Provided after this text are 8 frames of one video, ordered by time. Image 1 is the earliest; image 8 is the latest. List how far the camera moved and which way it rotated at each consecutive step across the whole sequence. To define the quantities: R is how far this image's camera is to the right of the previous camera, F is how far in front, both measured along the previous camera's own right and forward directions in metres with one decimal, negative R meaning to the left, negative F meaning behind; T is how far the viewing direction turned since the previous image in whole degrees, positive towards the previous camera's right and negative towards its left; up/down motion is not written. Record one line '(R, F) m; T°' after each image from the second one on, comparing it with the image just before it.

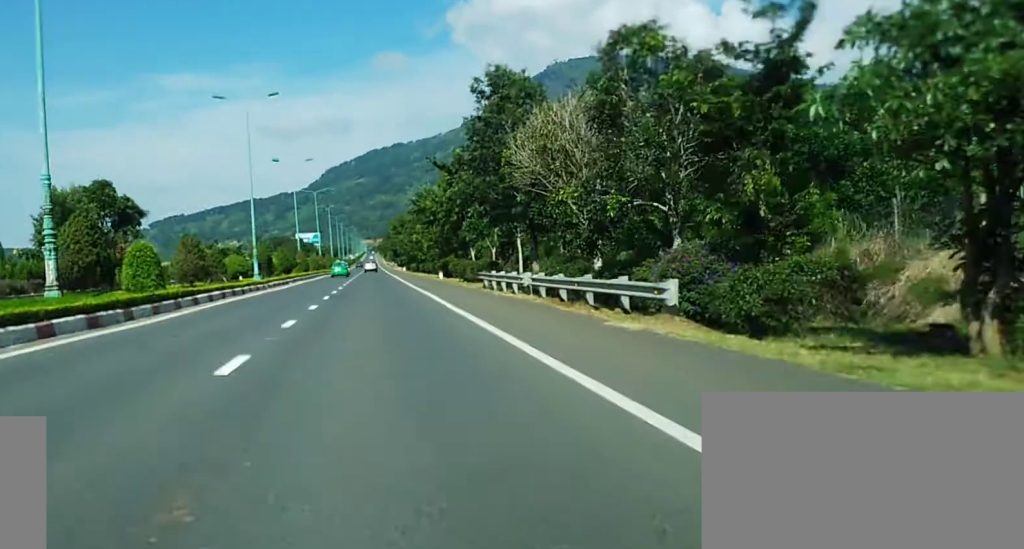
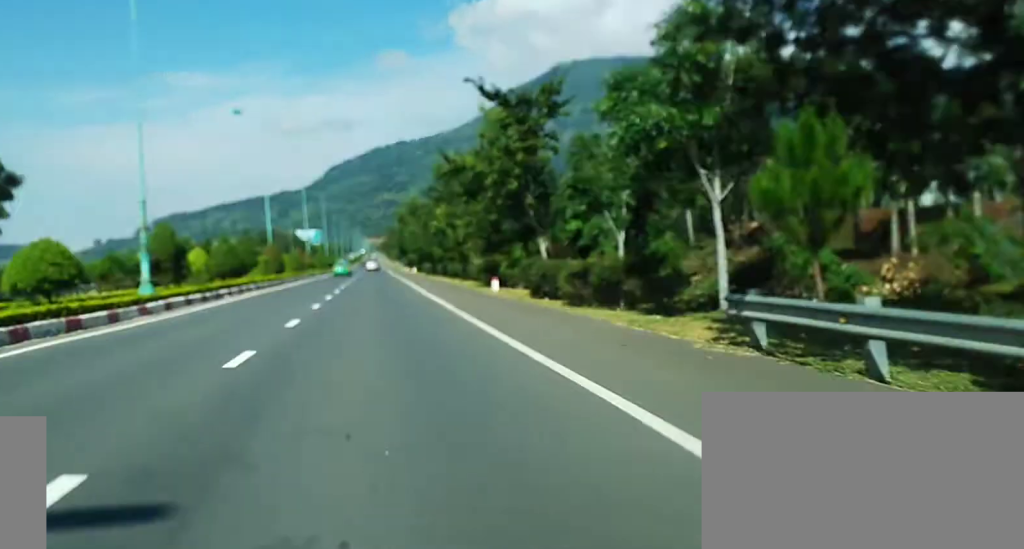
(0.0, +31.3) m; 0°
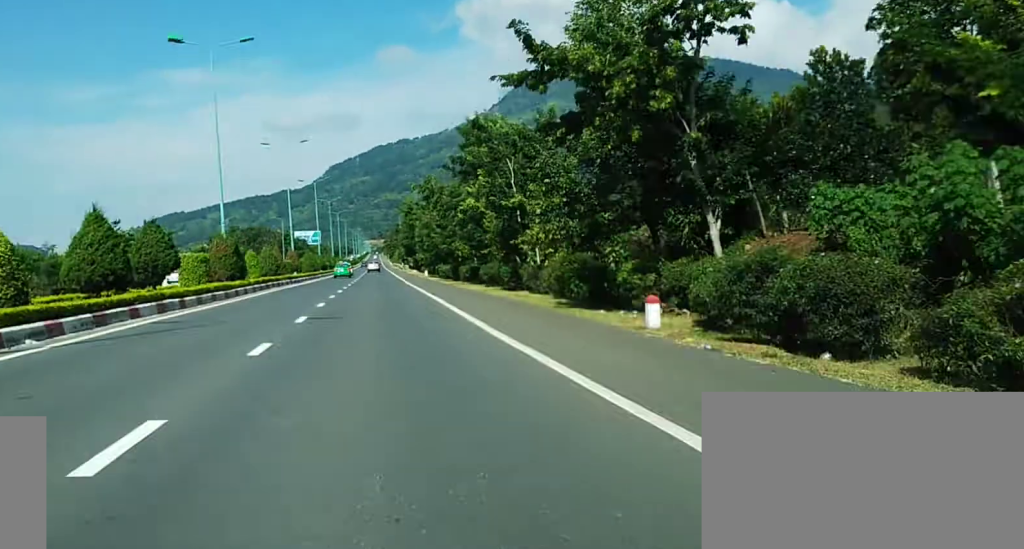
(+0.1, +22.0) m; 0°
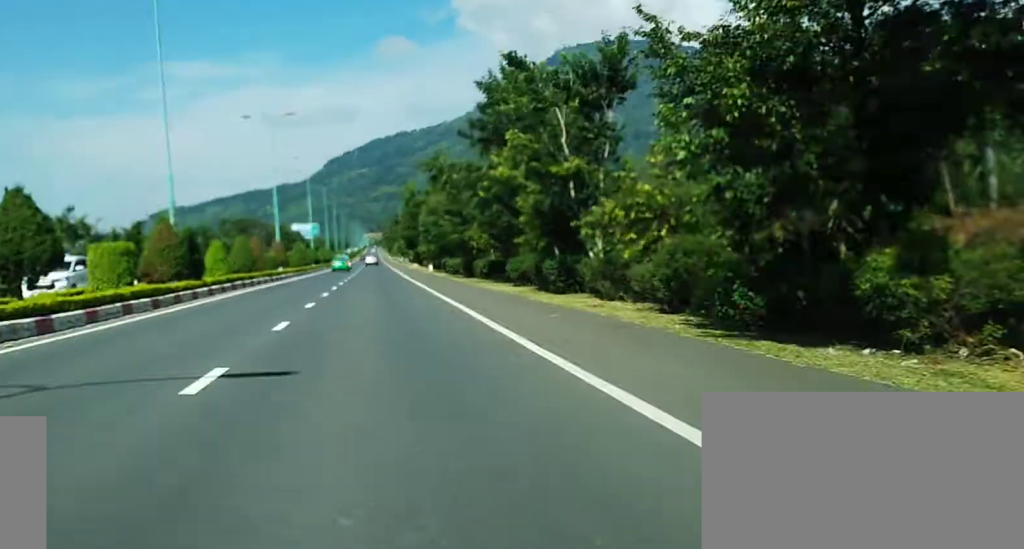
(-0.1, +12.7) m; 0°
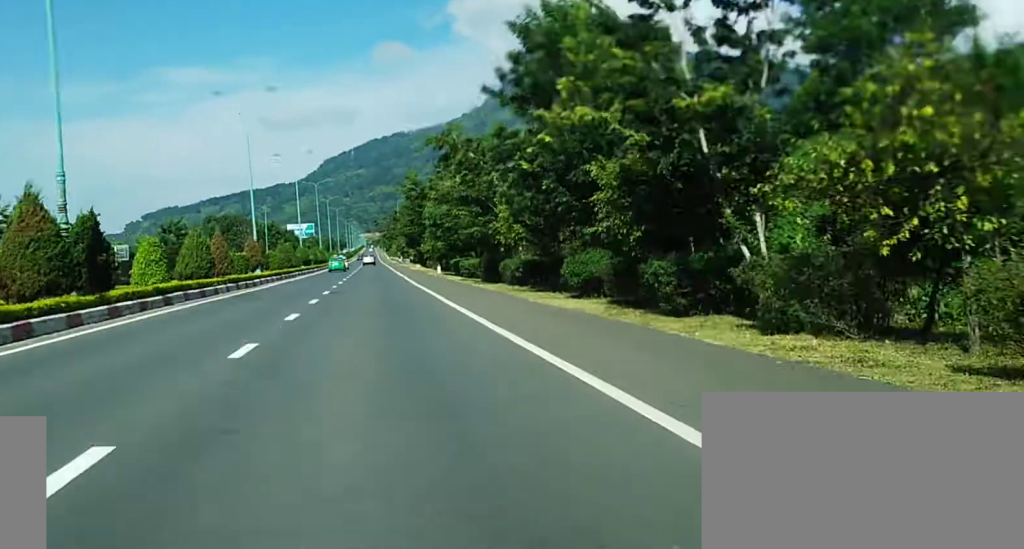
(-0.1, +12.7) m; 0°
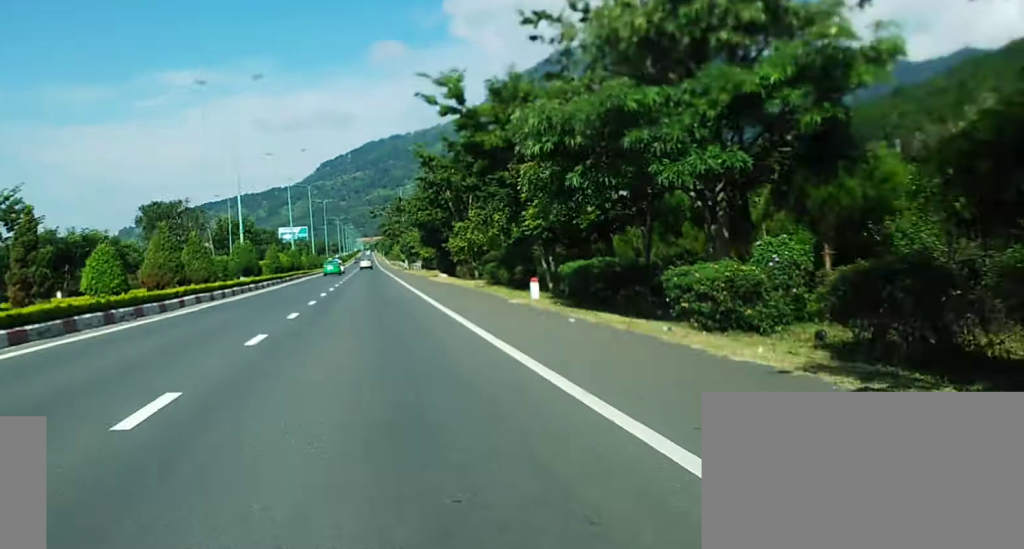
(+0.3, +44.9) m; 0°
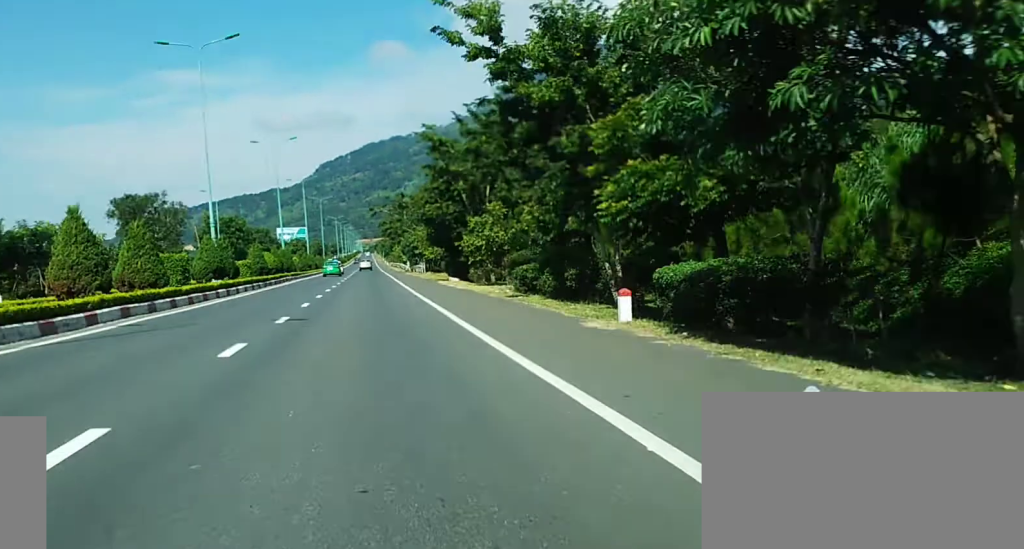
(0.0, +9.7) m; 0°
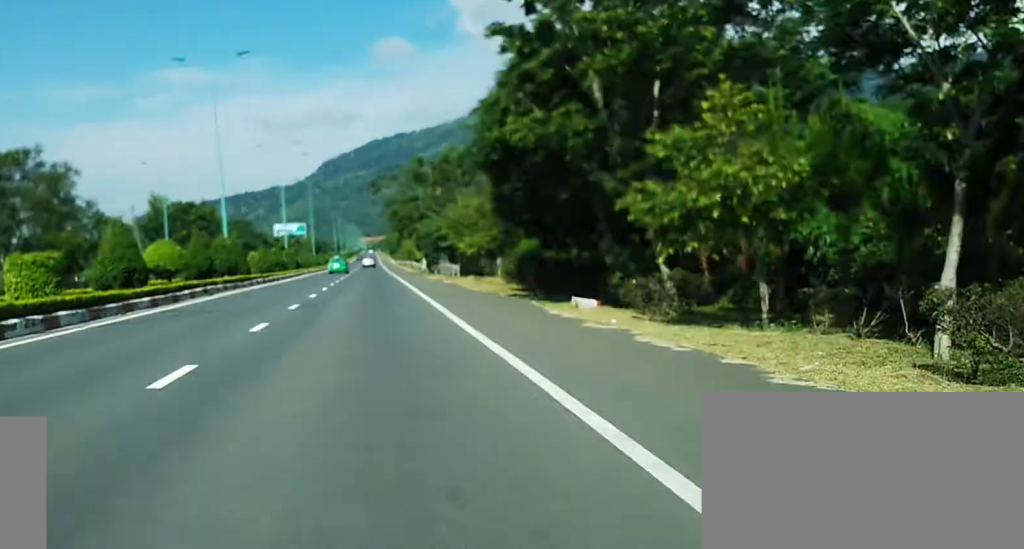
(0.0, +35.9) m; 0°
